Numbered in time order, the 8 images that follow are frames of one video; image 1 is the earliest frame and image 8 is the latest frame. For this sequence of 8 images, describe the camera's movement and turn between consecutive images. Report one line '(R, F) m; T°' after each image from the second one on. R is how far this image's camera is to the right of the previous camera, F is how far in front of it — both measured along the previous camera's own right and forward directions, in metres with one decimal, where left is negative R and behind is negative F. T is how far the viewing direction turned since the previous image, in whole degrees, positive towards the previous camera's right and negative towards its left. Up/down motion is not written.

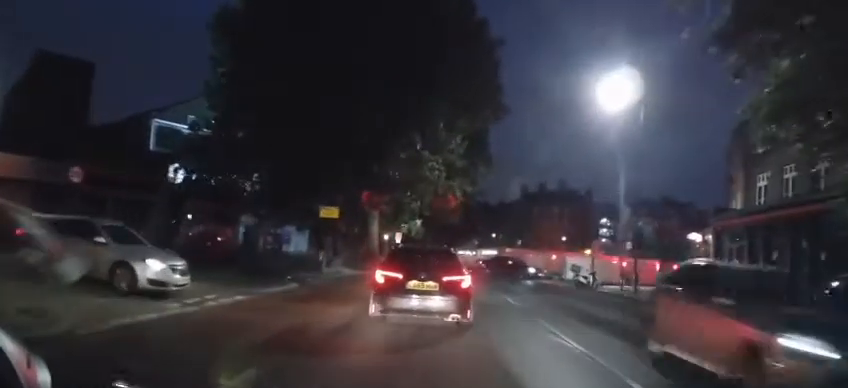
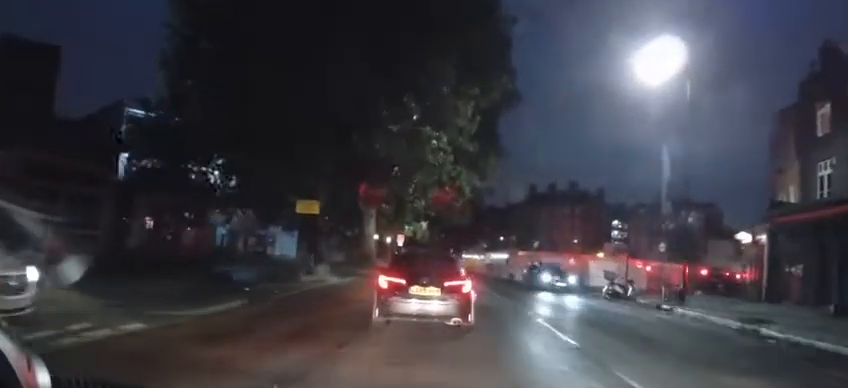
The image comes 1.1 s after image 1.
(0.0, +5.2) m; 0°
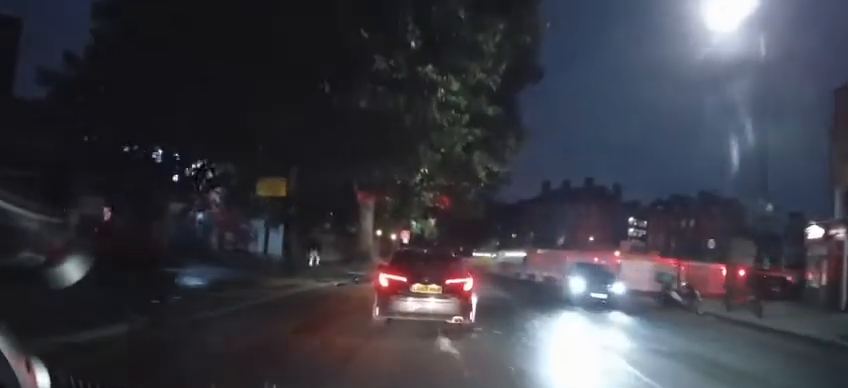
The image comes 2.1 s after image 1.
(0.0, +5.1) m; 0°
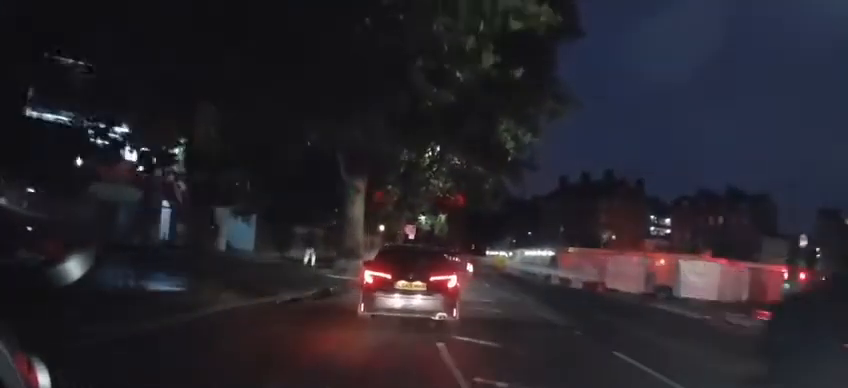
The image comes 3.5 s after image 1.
(0.0, +7.2) m; 0°
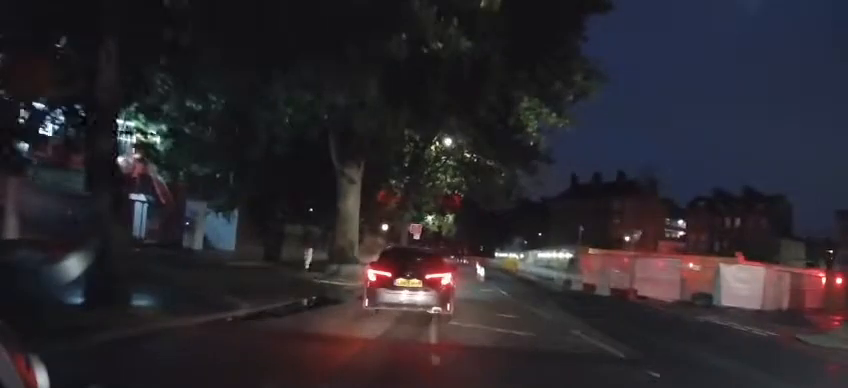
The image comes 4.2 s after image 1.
(0.0, +3.5) m; 0°
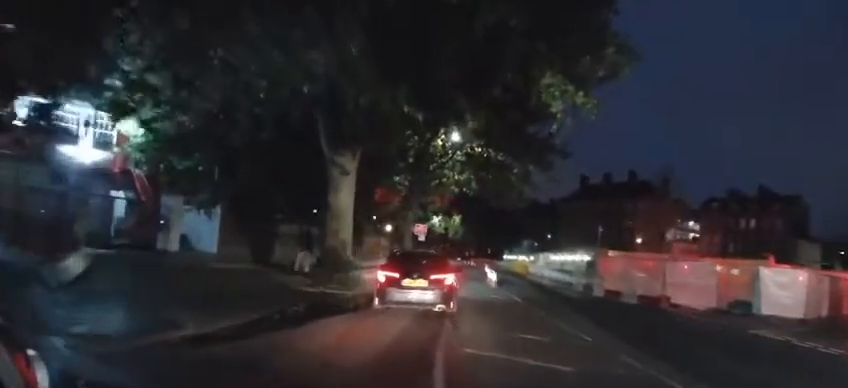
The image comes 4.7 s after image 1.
(0.0, +2.7) m; 0°
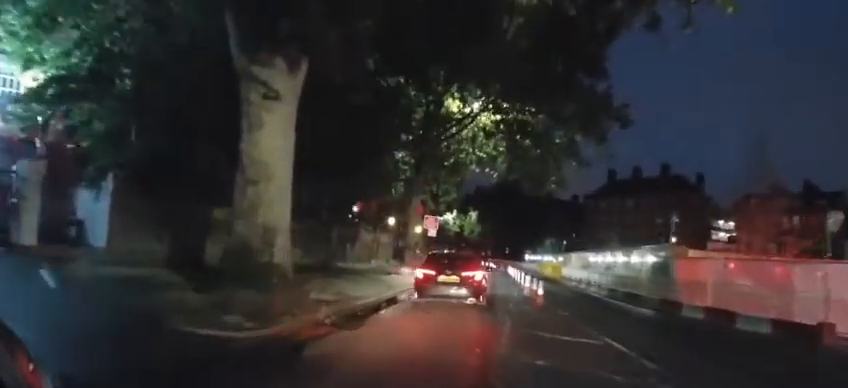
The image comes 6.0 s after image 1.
(-0.1, +7.9) m; -3°
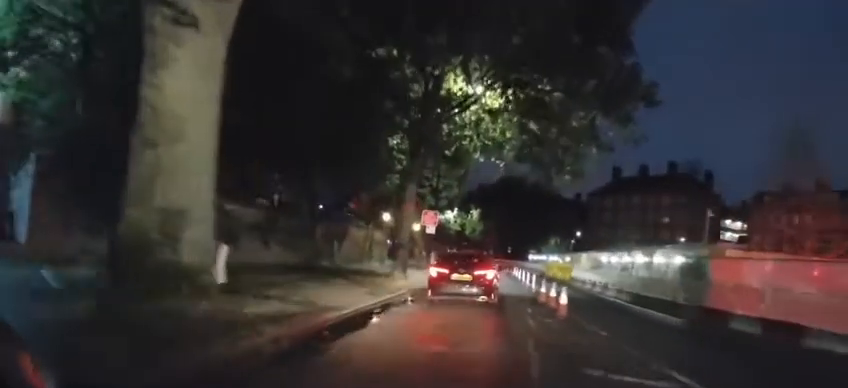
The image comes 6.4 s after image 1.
(0.0, +2.9) m; -1°
